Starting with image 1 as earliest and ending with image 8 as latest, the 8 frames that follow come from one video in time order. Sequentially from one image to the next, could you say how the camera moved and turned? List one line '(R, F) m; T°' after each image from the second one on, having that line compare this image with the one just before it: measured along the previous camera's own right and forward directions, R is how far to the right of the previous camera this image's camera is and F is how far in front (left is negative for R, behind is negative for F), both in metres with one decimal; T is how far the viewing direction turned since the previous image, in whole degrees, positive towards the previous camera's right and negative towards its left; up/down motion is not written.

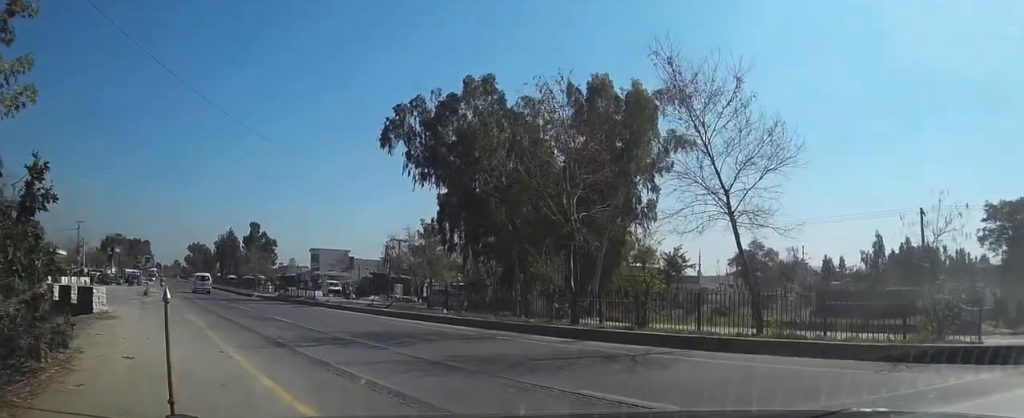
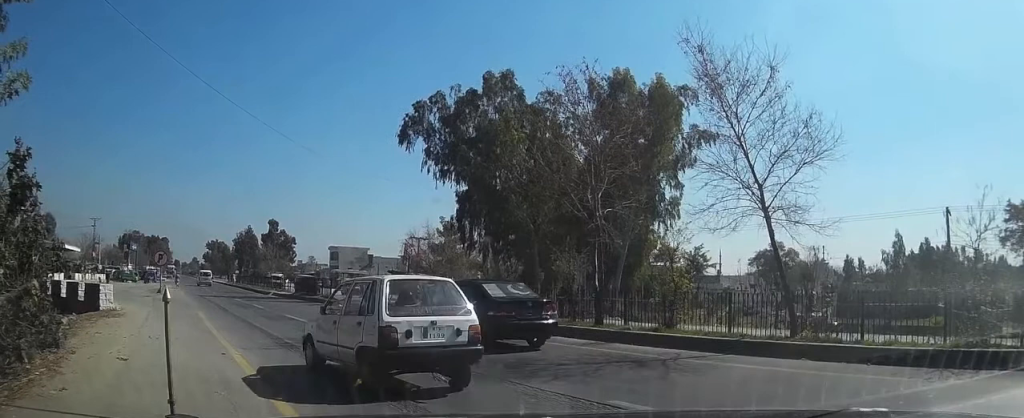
(0.0, +1.5) m; 0°
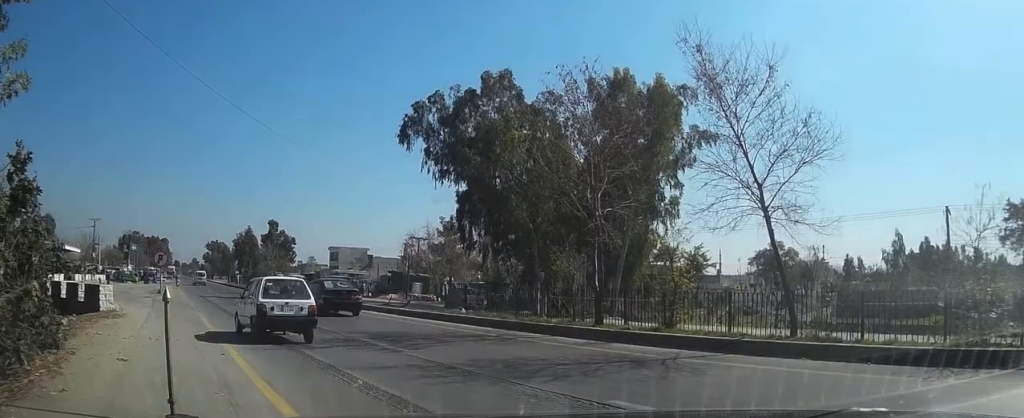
(0.0, +0.4) m; 0°
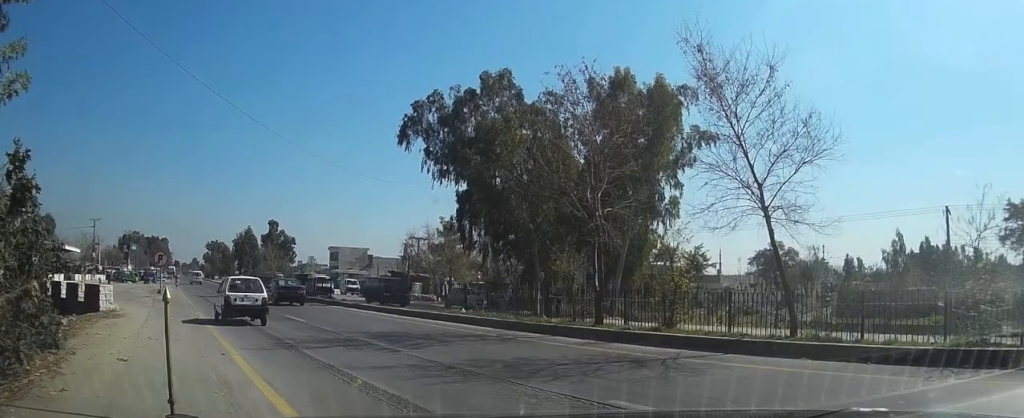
(-0.2, +0.1) m; 0°
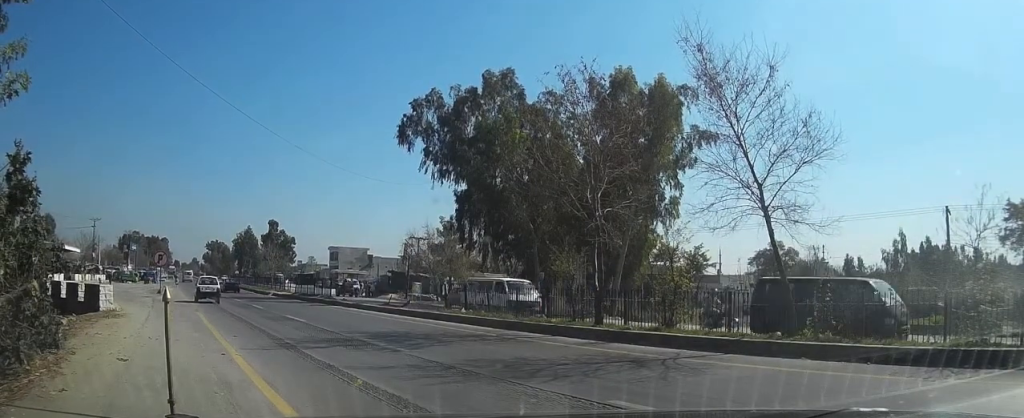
(+0.2, -0.1) m; 0°
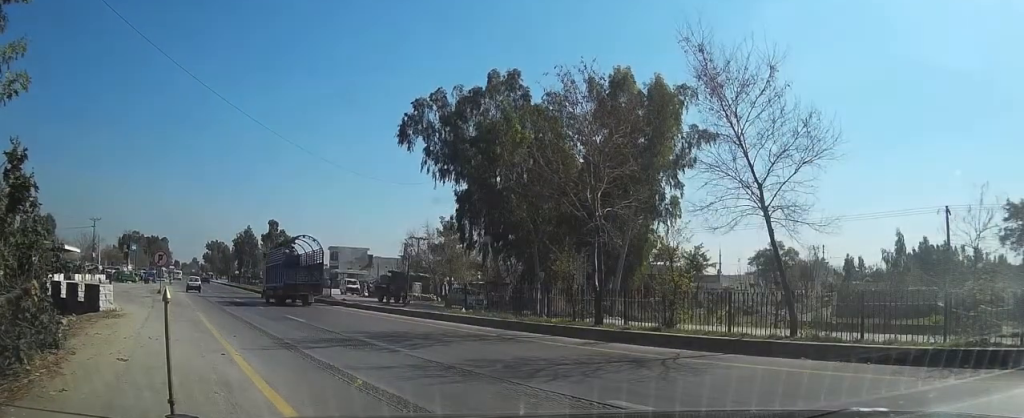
(0.0, 0.0) m; 0°
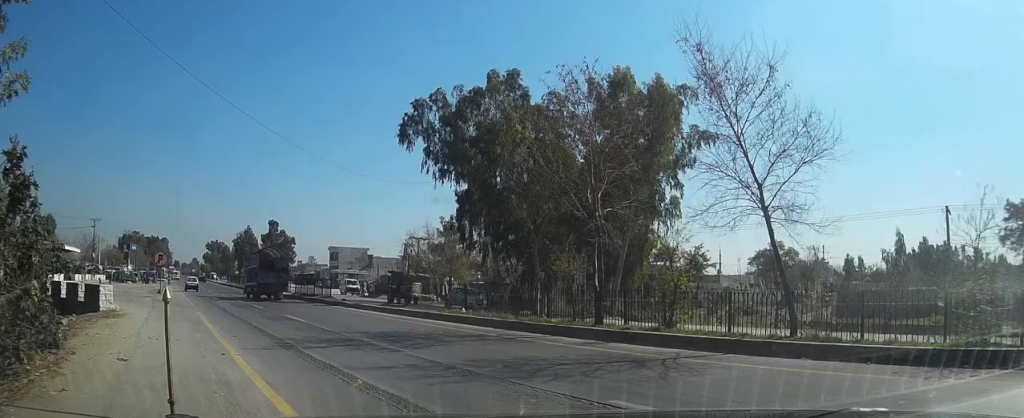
(0.0, 0.0) m; 0°
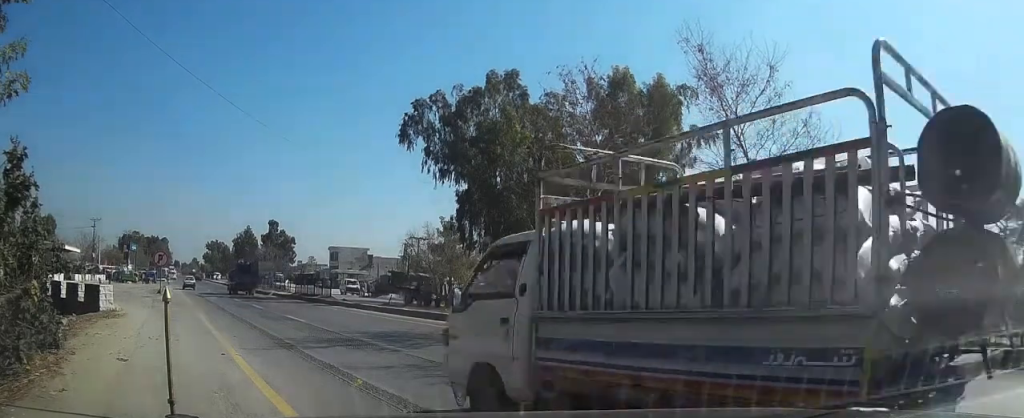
(0.0, 0.0) m; 0°
